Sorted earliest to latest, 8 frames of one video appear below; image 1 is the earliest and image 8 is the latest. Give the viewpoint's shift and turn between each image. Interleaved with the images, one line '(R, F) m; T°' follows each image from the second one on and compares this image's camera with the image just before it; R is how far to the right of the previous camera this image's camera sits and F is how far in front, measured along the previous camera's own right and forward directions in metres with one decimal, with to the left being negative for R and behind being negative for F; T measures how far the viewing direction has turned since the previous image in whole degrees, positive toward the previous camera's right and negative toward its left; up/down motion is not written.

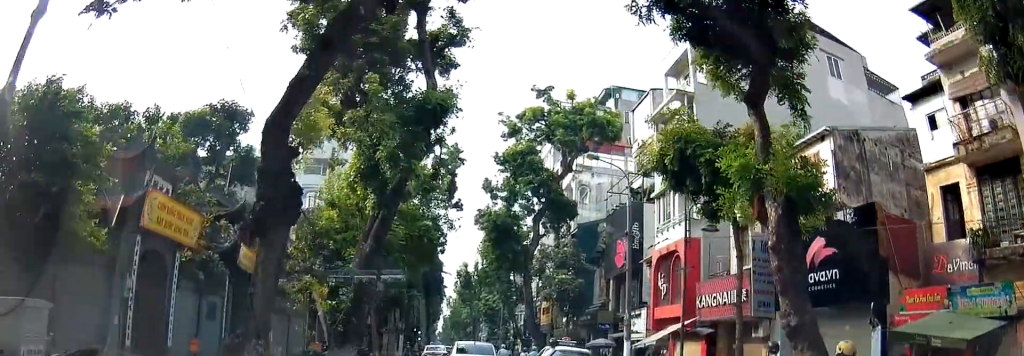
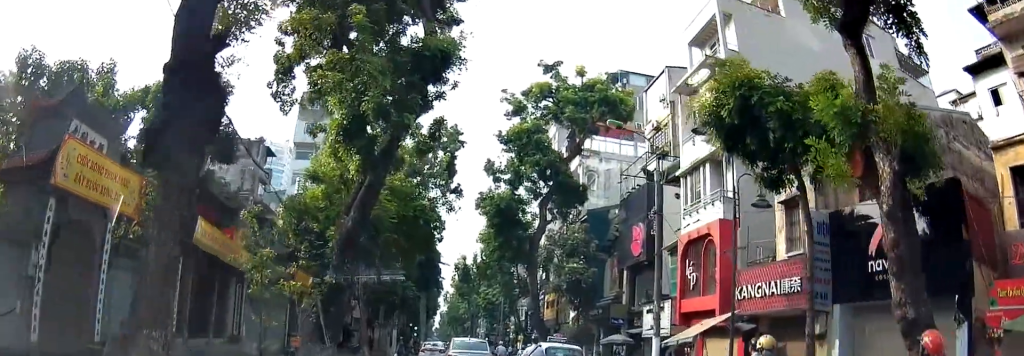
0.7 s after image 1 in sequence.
(0.0, +3.6) m; 0°
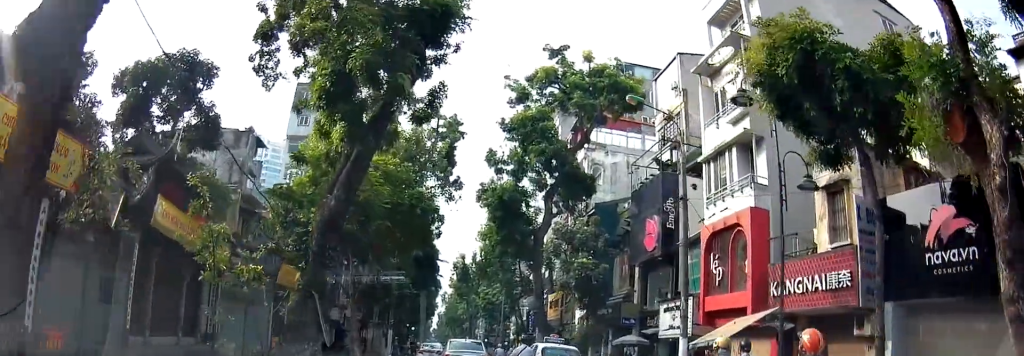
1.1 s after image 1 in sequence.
(0.0, +2.7) m; 0°
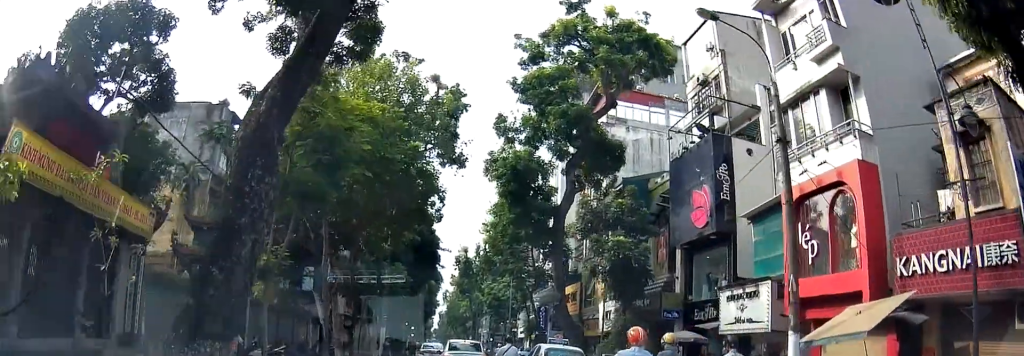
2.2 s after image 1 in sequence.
(0.0, +6.4) m; 0°
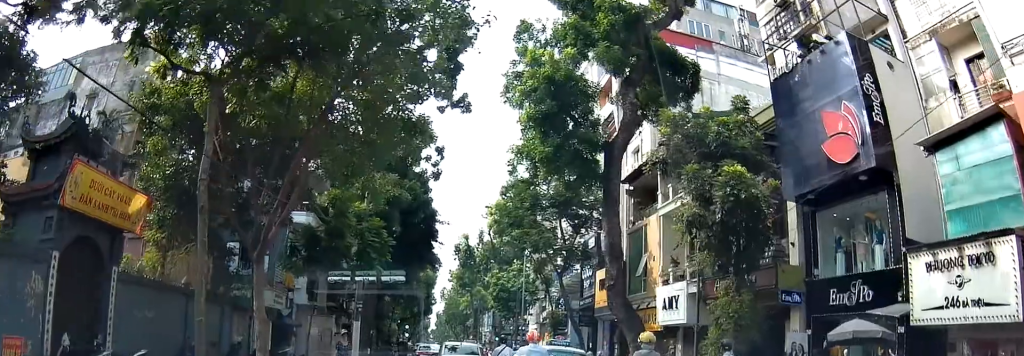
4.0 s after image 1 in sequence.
(0.0, +10.7) m; 0°
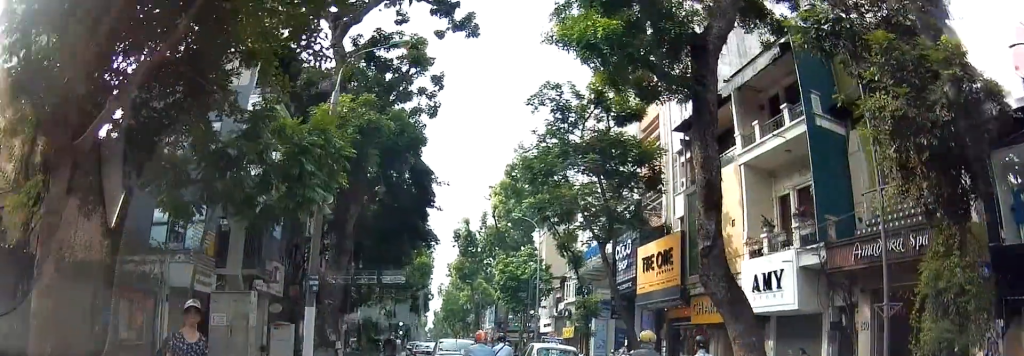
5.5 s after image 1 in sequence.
(0.0, +9.1) m; 0°
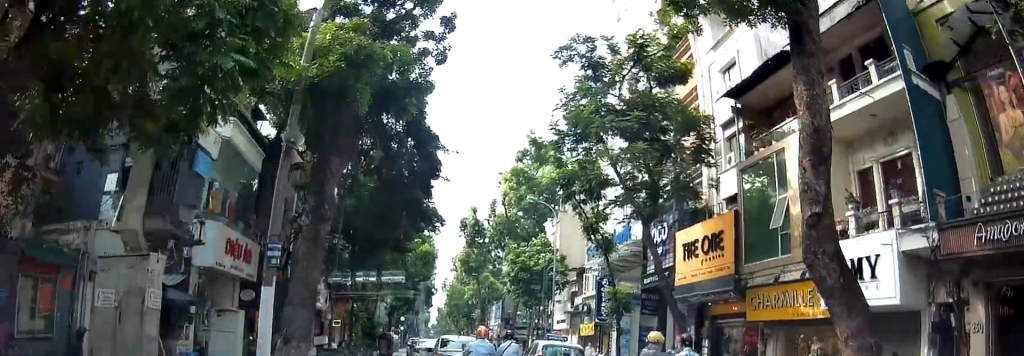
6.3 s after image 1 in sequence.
(0.0, +4.9) m; 0°
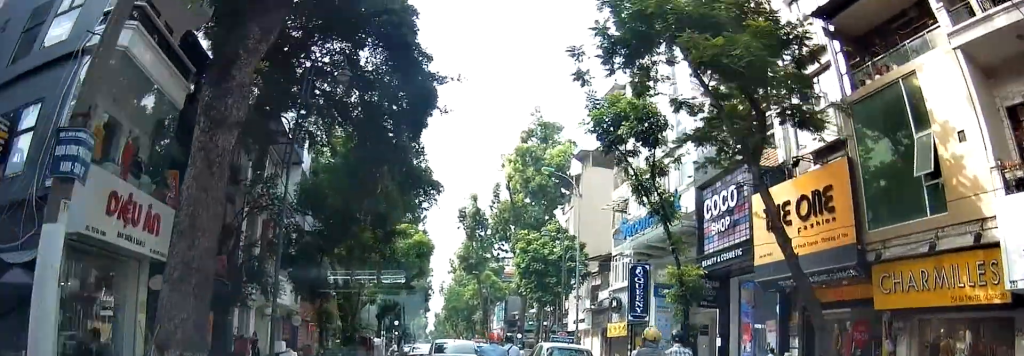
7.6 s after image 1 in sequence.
(0.0, +7.8) m; 0°
